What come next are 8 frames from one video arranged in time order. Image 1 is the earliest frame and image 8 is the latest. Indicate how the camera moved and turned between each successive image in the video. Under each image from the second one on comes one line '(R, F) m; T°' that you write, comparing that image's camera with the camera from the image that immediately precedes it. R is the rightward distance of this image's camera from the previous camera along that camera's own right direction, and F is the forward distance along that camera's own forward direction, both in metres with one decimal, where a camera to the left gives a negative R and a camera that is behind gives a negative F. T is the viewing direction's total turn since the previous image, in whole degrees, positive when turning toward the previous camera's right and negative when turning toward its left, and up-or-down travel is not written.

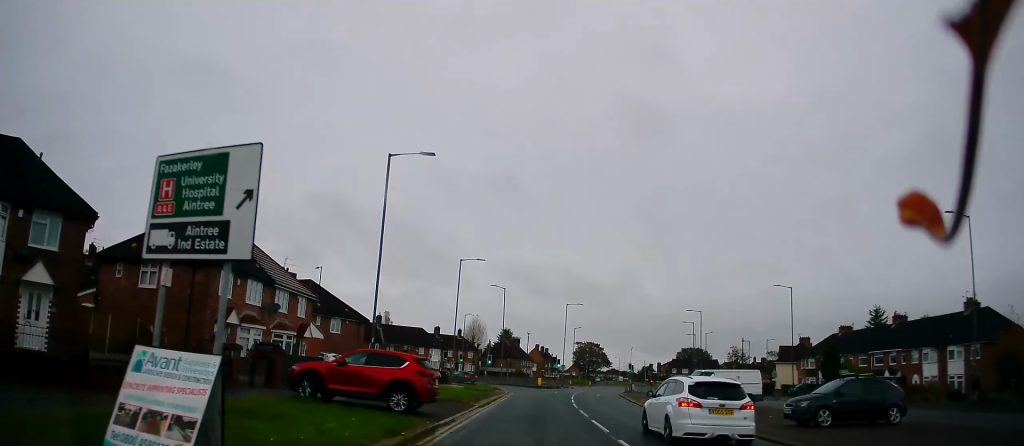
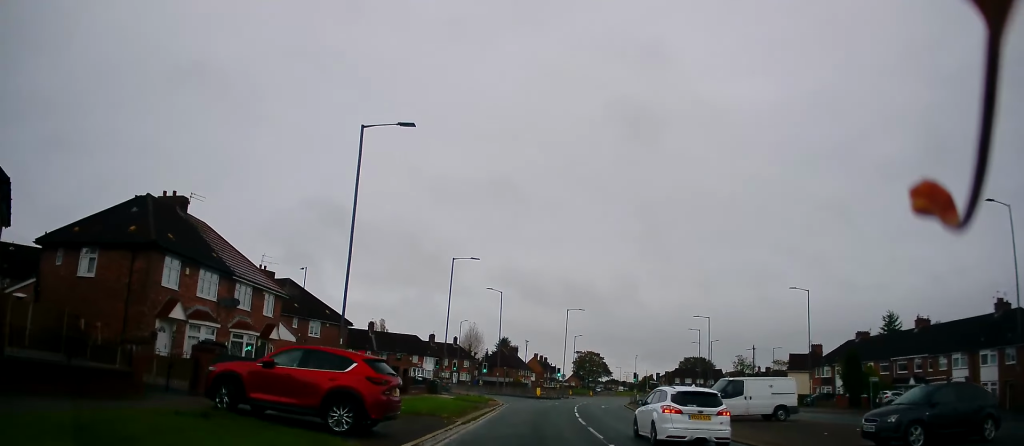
(-0.1, +4.8) m; 0°
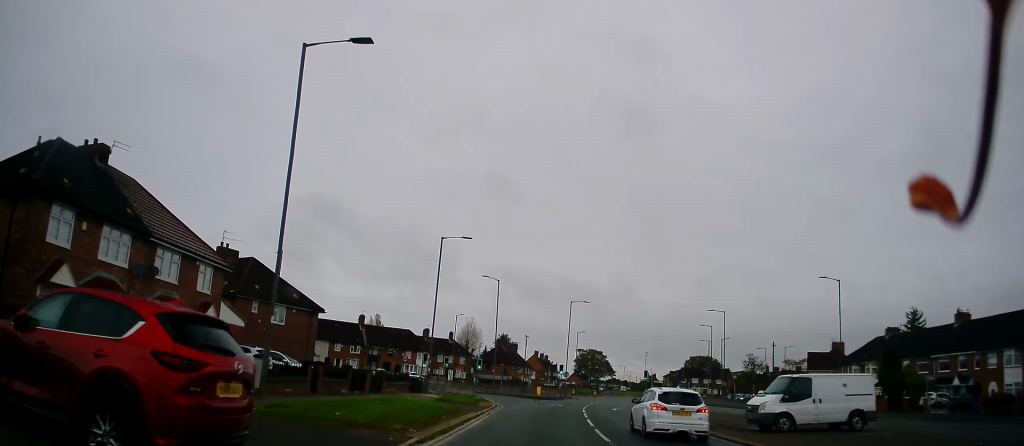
(+0.1, +7.1) m; 0°
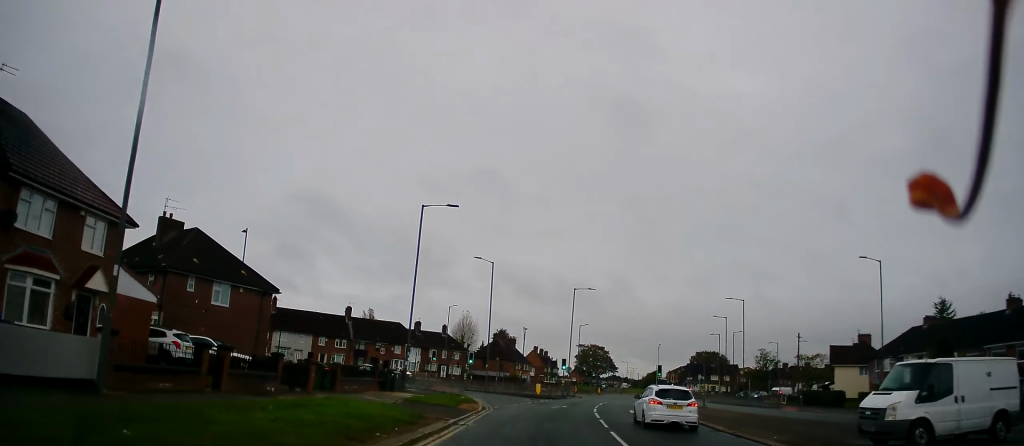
(+0.1, +7.8) m; +1°
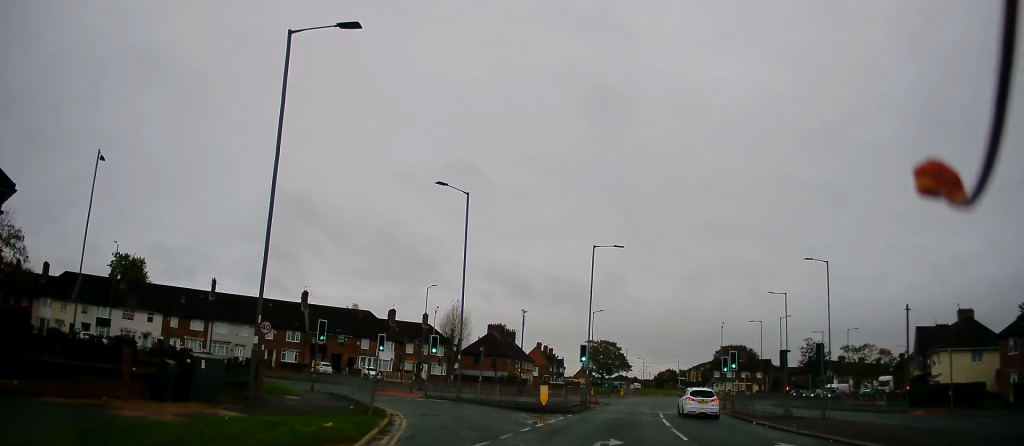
(0.0, +21.5) m; -2°
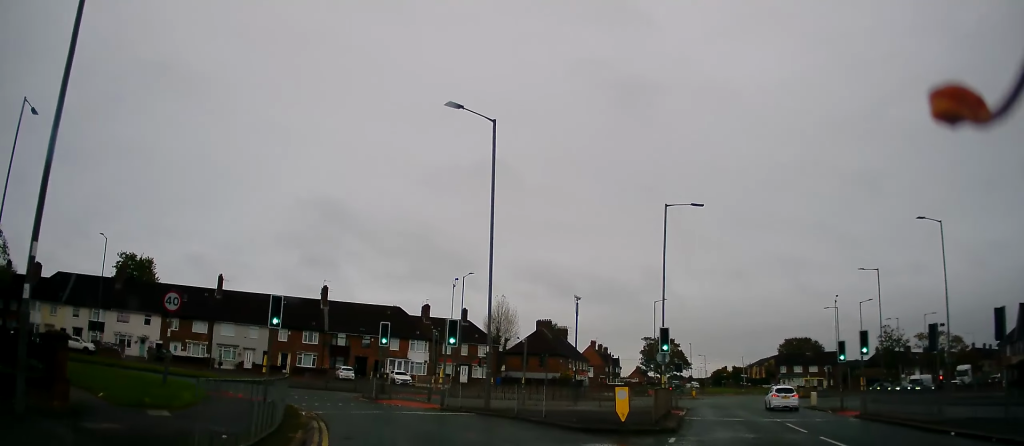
(-0.4, +10.6) m; -6°
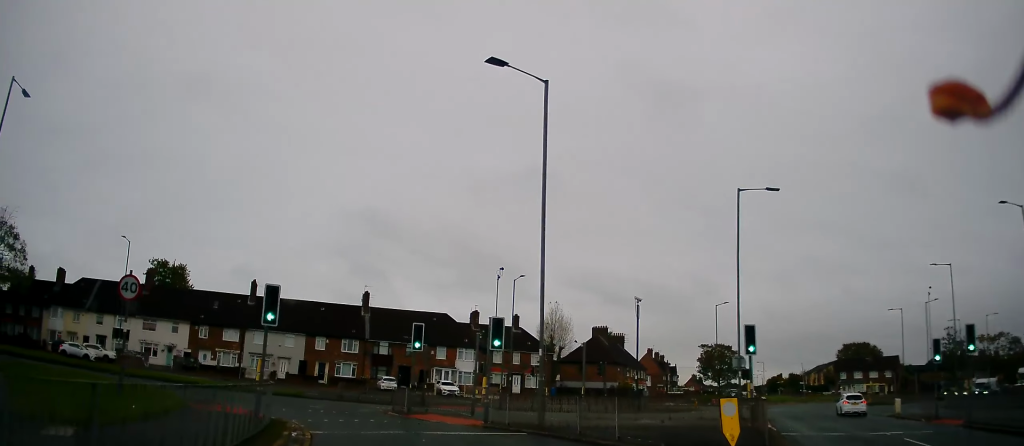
(-0.2, +4.2) m; -5°
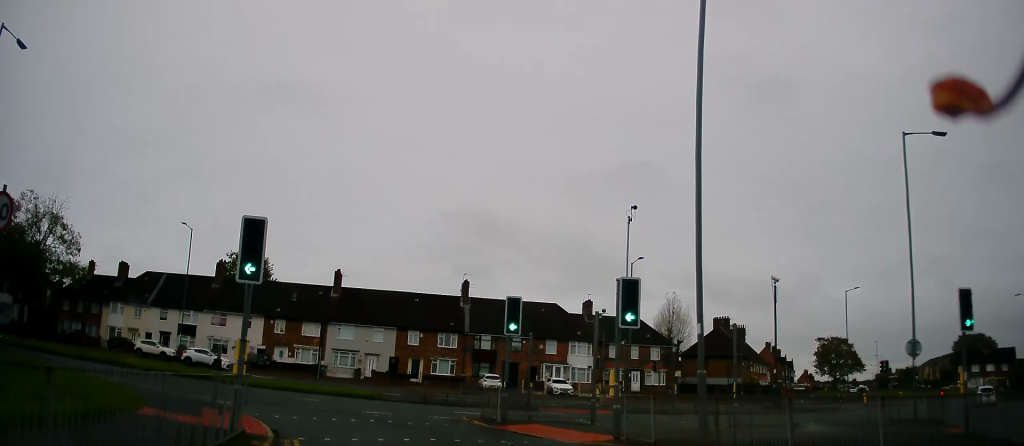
(-0.6, +6.7) m; -11°
